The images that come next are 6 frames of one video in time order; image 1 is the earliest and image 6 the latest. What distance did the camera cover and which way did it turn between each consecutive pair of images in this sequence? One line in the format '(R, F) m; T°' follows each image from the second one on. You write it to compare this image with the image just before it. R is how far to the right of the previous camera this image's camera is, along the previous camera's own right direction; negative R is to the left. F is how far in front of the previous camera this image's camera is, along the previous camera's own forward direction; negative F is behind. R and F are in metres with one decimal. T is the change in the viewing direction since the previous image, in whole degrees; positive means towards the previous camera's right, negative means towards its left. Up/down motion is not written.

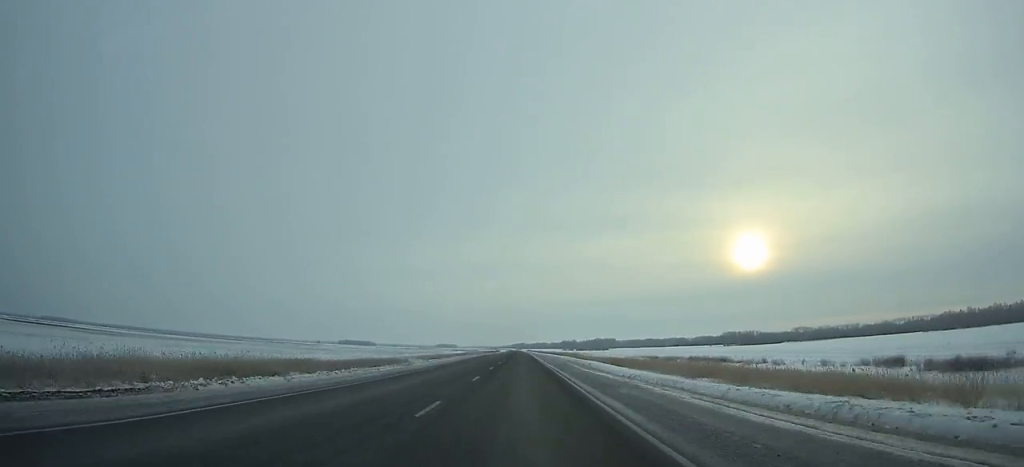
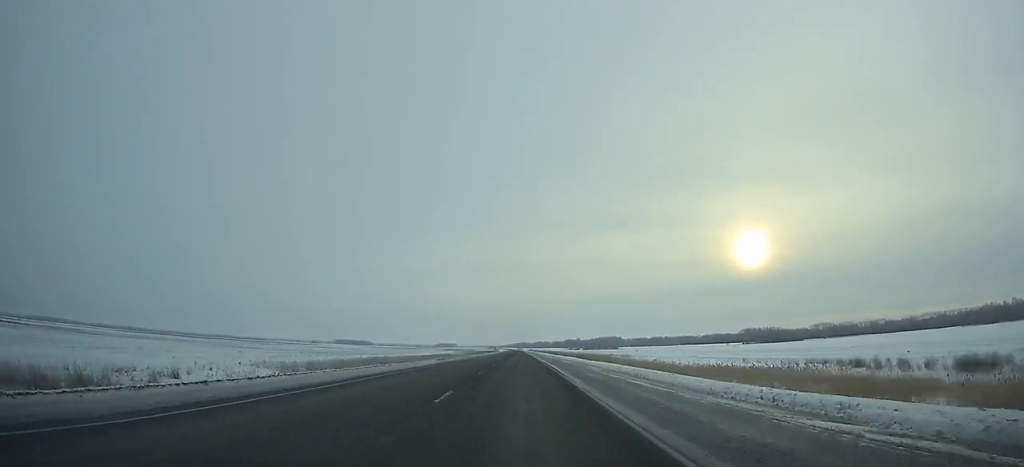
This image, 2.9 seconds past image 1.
(-0.1, +69.8) m; 0°
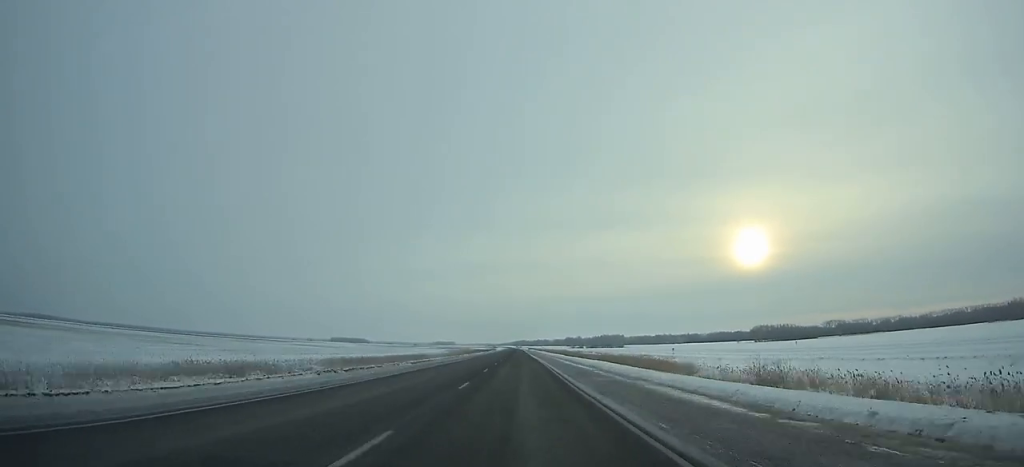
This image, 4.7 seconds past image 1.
(0.0, +43.3) m; 0°
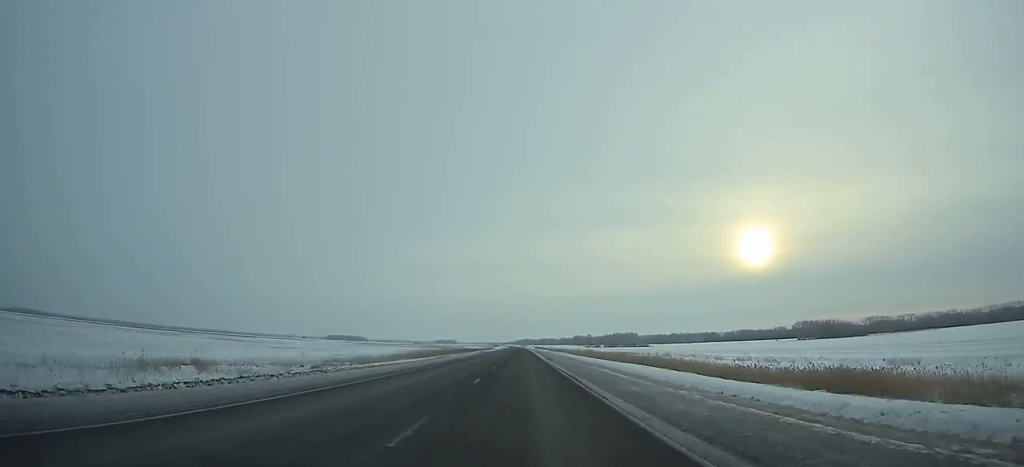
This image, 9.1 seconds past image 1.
(-0.2, +106.8) m; 0°
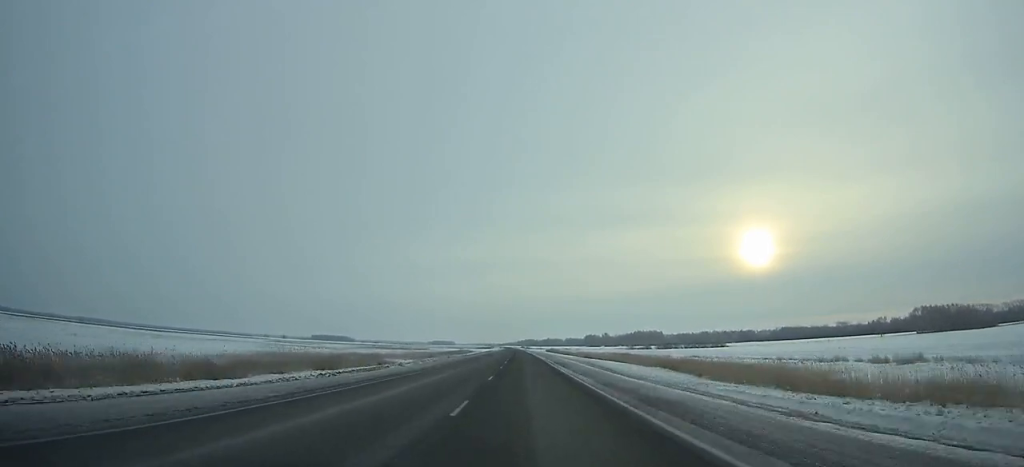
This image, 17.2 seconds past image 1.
(+0.1, +201.3) m; 0°
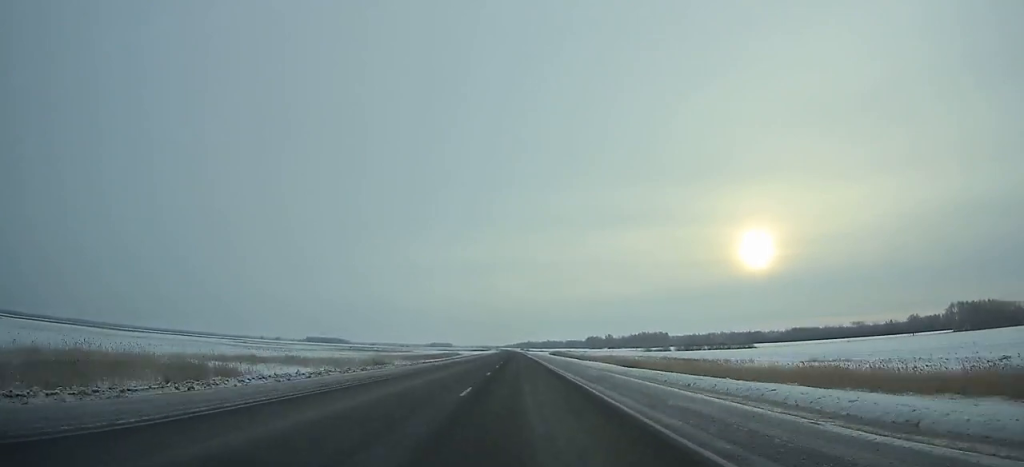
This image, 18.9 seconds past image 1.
(+0.1, +42.9) m; 0°
